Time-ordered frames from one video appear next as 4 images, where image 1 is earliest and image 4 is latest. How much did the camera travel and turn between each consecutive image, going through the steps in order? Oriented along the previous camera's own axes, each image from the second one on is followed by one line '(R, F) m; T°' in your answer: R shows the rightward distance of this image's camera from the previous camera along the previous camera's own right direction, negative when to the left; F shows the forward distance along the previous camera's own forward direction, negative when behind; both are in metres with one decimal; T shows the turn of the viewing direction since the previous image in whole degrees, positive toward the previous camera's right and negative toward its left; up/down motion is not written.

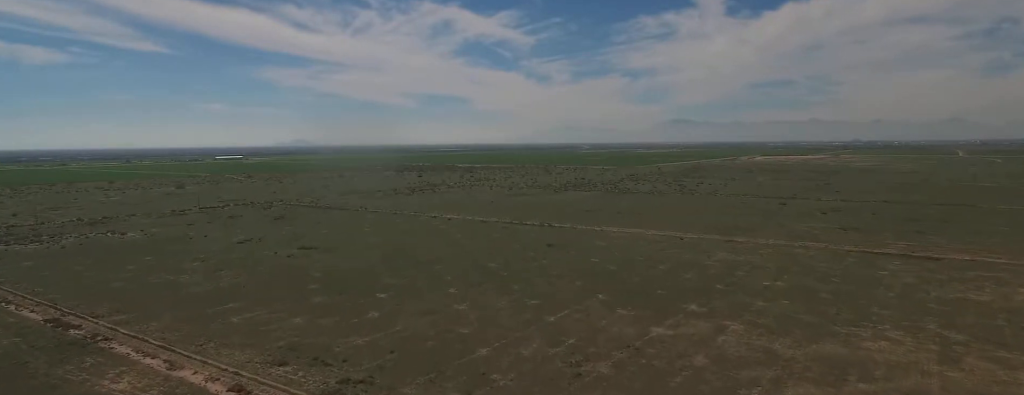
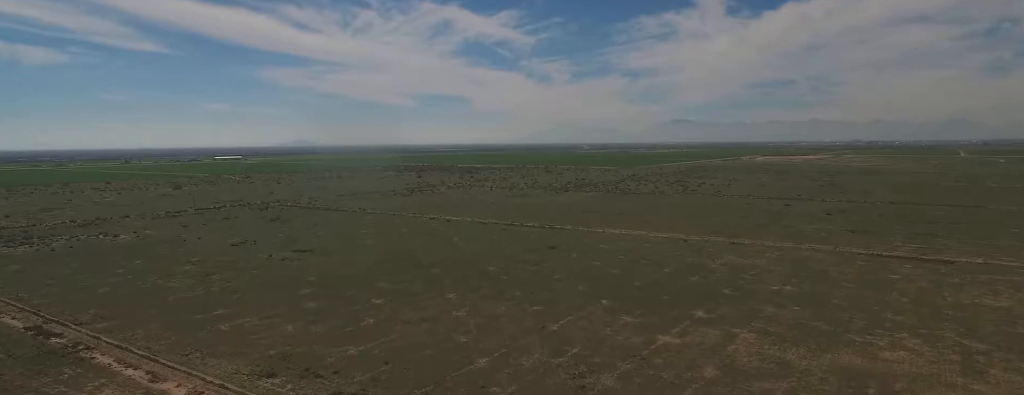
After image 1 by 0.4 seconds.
(0.0, +6.0) m; 0°
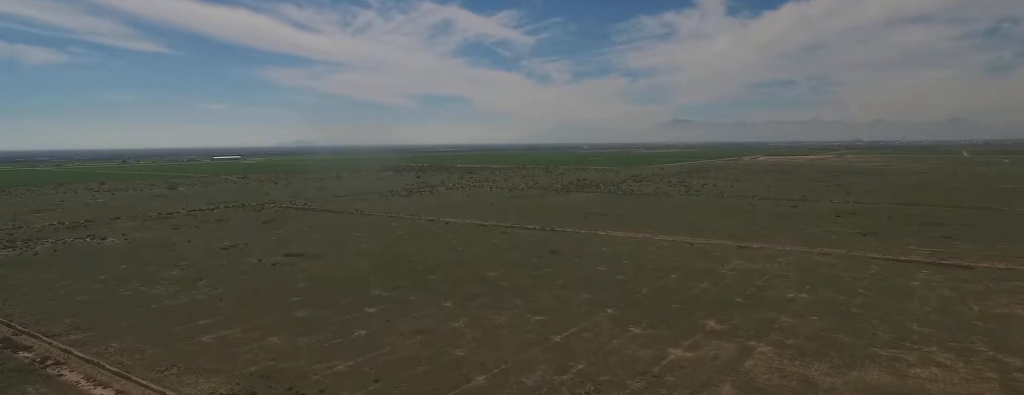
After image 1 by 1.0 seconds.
(0.0, +9.0) m; 0°
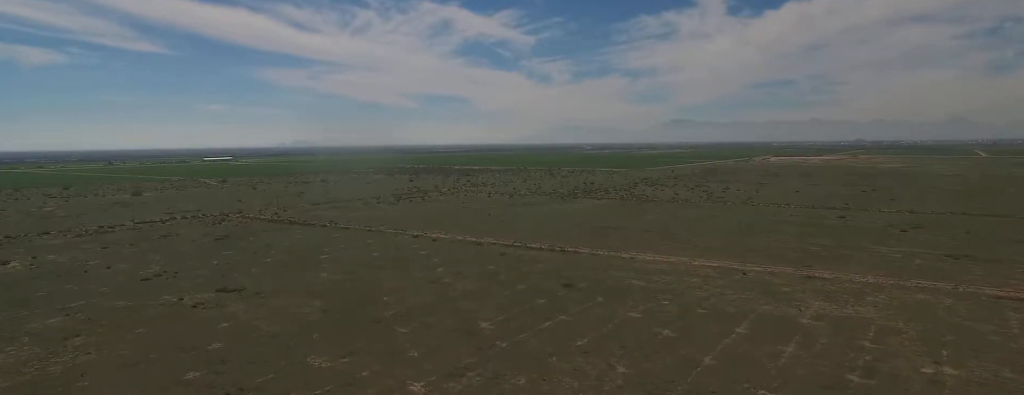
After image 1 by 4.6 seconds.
(+0.9, +54.0) m; +1°
